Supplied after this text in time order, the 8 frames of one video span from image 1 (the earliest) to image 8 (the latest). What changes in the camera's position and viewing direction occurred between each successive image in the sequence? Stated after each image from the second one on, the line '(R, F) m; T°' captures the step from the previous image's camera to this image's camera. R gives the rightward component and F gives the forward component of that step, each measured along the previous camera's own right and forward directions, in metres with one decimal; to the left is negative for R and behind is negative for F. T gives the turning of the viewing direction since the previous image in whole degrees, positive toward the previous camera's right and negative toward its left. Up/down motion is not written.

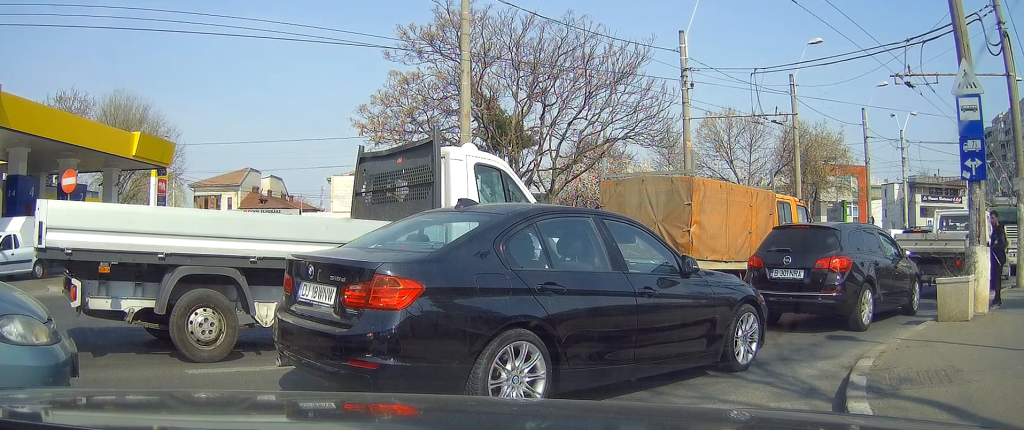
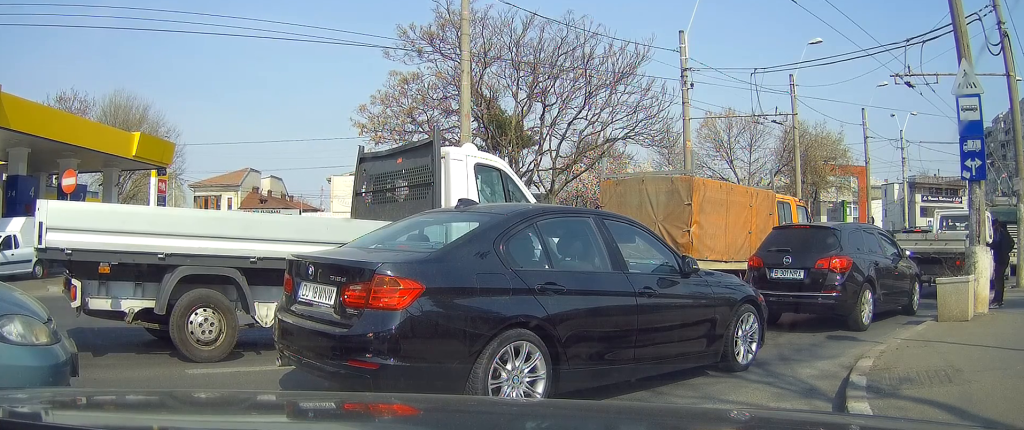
(0.0, 0.0) m; 0°
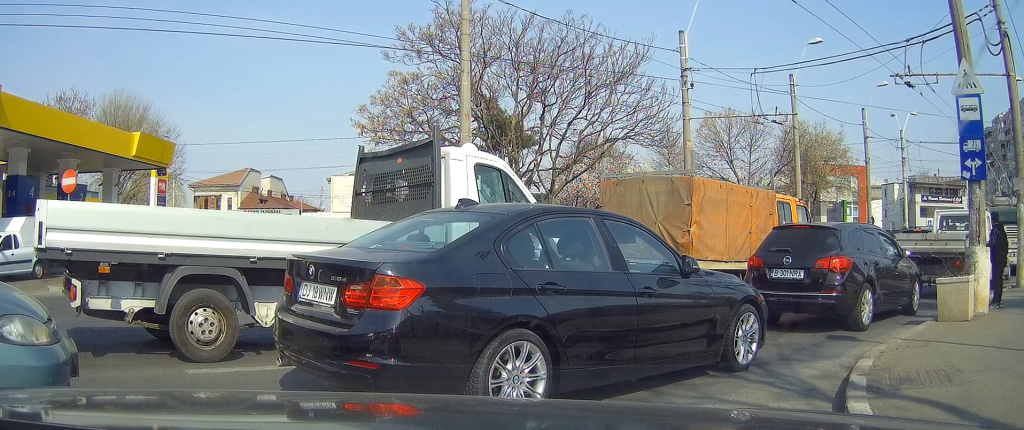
(0.0, 0.0) m; 0°
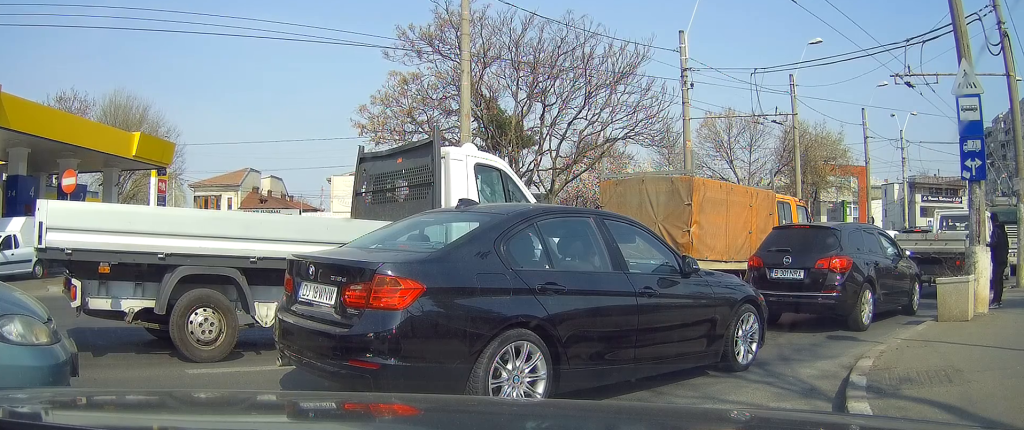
(0.0, 0.0) m; 0°
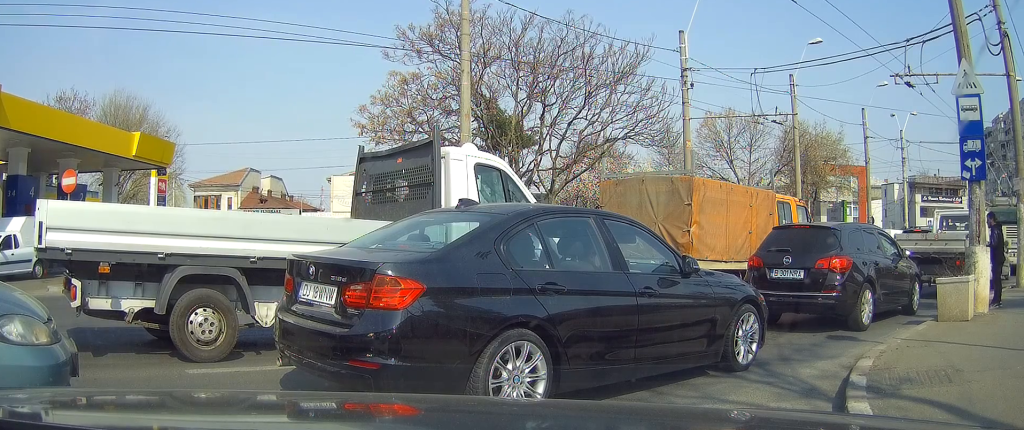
(0.0, 0.0) m; 0°
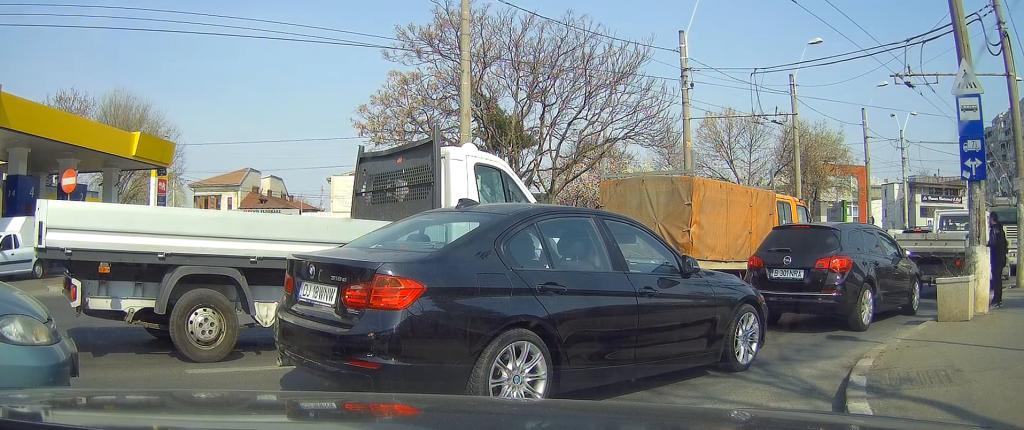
(0.0, 0.0) m; 0°
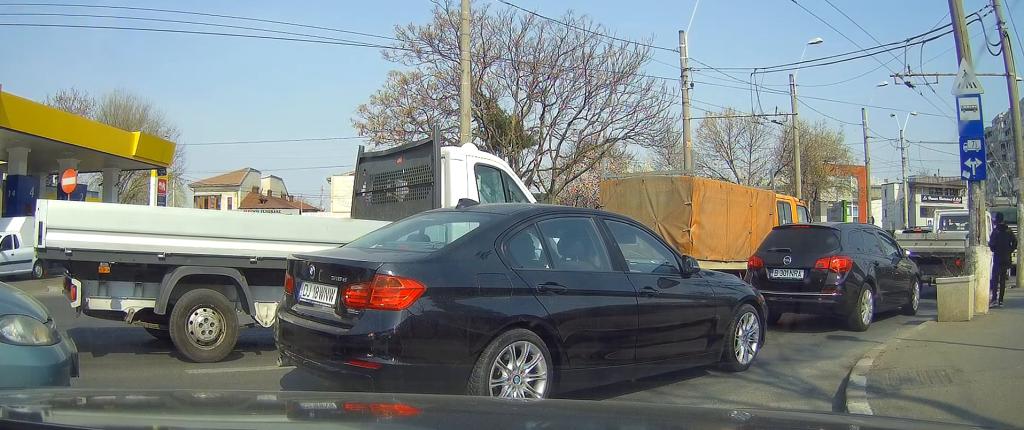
(0.0, 0.0) m; 0°
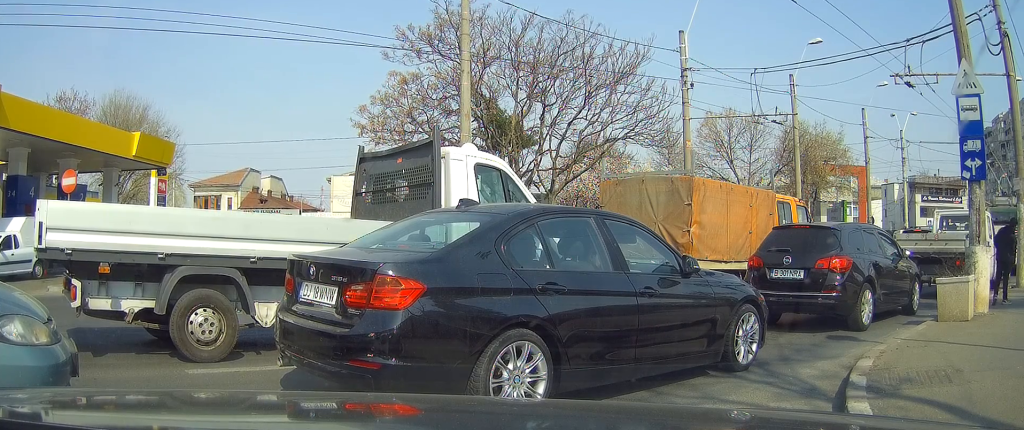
(0.0, 0.0) m; 0°
